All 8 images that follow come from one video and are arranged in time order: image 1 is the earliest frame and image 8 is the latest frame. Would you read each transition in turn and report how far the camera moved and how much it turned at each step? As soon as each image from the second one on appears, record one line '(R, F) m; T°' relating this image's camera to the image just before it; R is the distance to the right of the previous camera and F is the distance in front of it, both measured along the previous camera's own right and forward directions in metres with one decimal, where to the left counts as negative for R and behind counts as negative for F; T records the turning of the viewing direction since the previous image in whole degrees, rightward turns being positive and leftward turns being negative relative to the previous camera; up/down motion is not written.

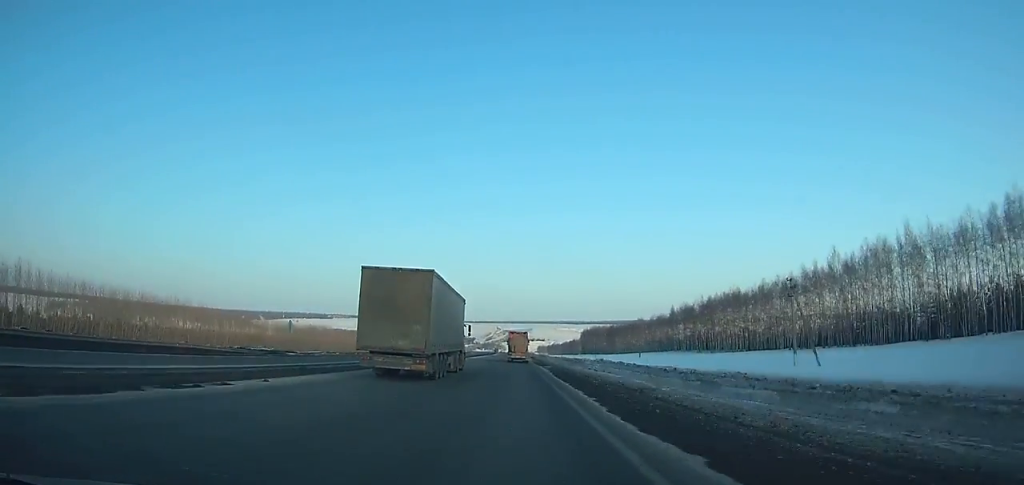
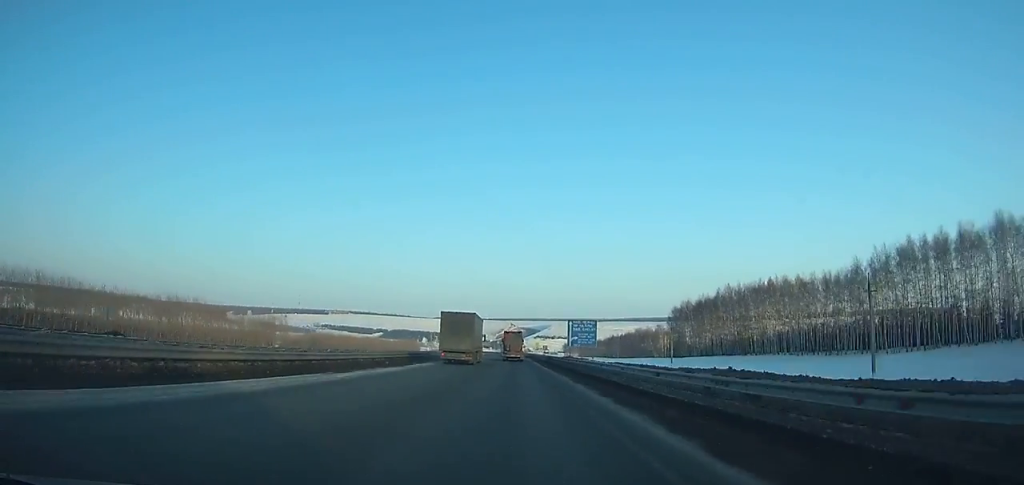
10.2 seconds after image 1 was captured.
(-5.3, +271.1) m; -3°
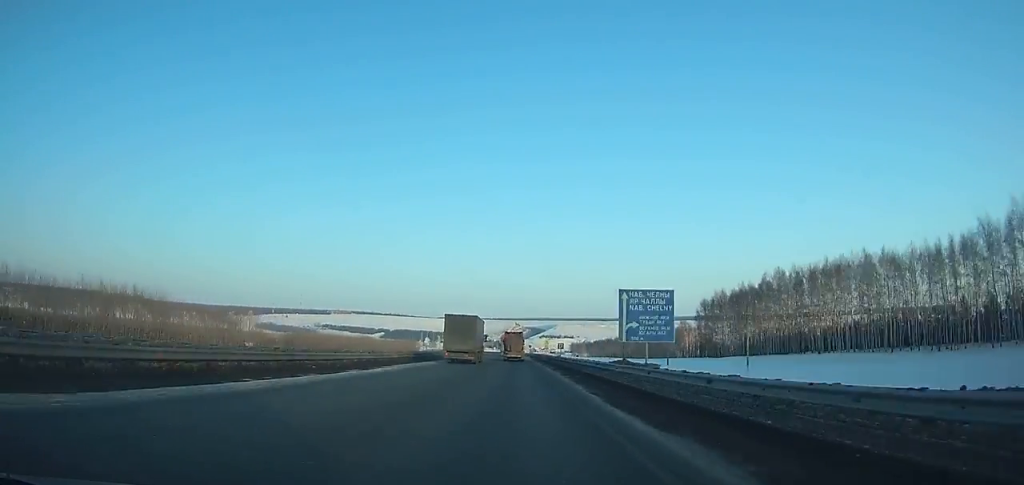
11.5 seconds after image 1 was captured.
(-0.3, +35.7) m; 0°
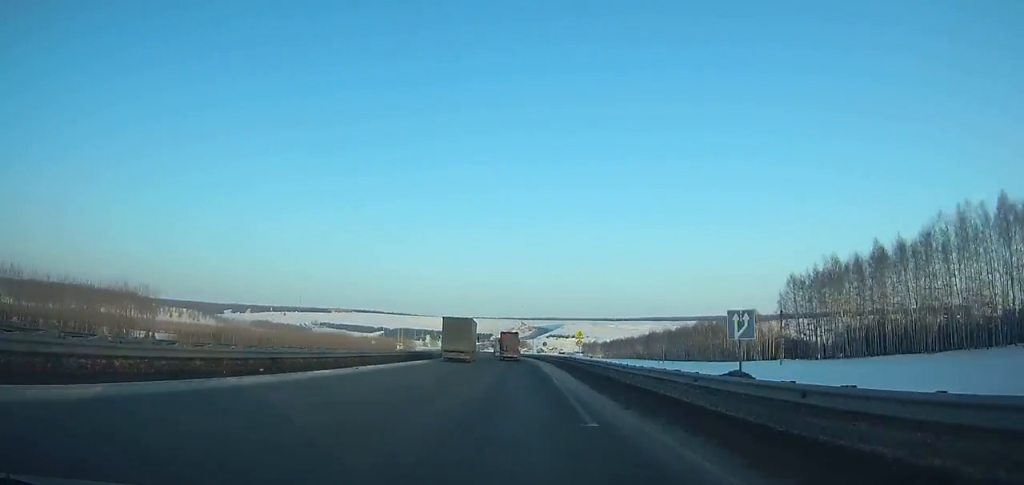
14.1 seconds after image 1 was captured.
(-0.6, +71.8) m; -1°
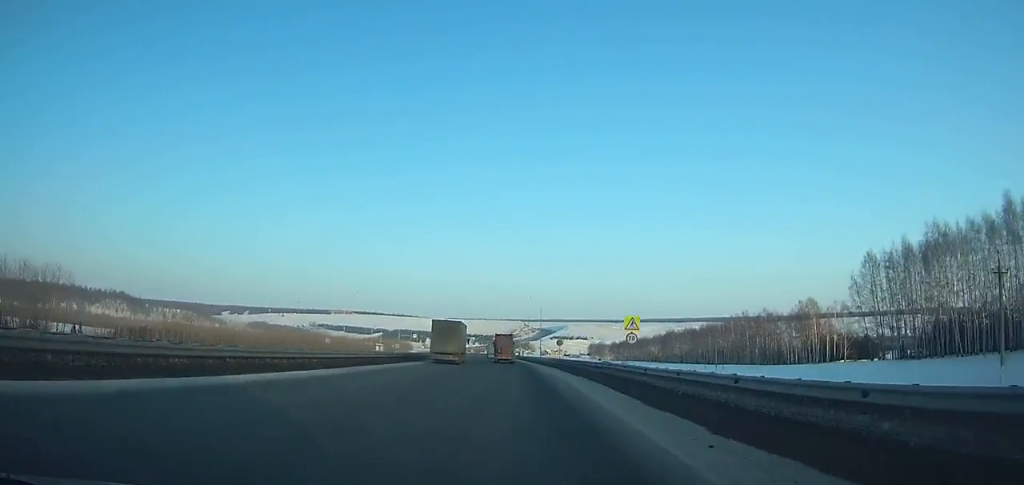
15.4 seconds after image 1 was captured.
(0.0, +36.2) m; -1°
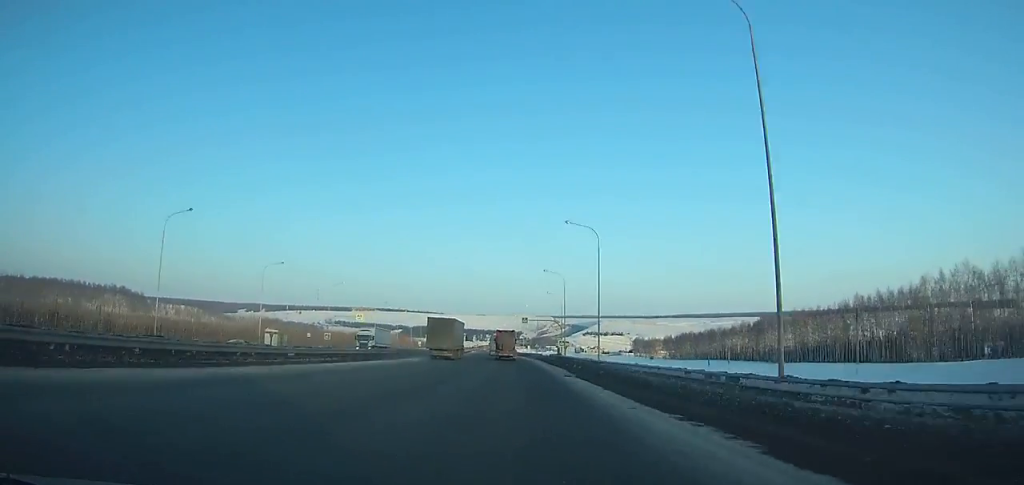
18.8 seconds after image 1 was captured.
(-1.7, +95.6) m; -2°
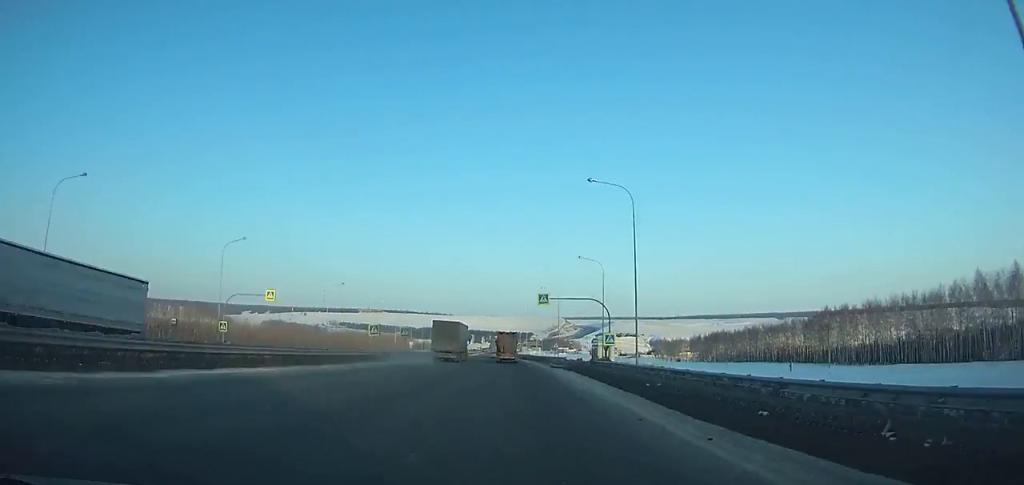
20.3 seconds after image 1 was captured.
(-0.6, +42.2) m; -1°
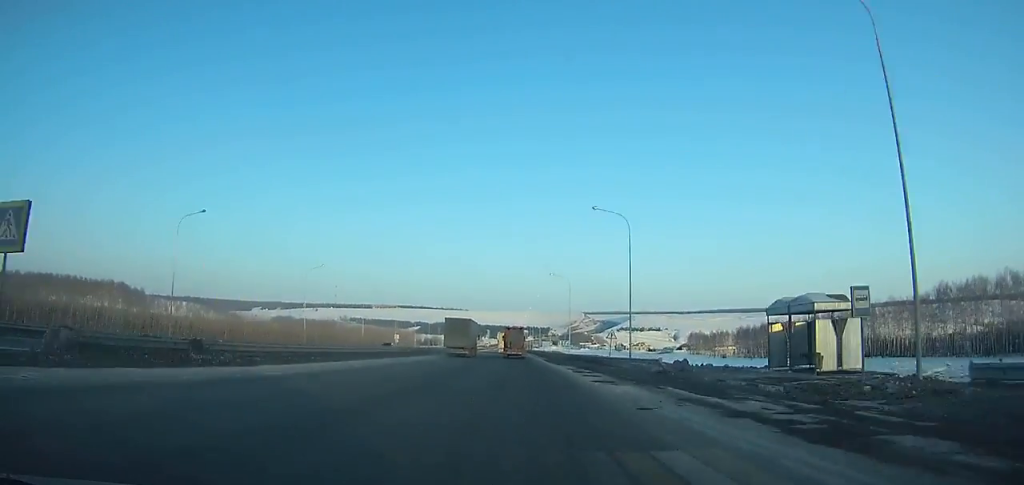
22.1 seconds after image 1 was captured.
(-0.4, +50.8) m; -1°
